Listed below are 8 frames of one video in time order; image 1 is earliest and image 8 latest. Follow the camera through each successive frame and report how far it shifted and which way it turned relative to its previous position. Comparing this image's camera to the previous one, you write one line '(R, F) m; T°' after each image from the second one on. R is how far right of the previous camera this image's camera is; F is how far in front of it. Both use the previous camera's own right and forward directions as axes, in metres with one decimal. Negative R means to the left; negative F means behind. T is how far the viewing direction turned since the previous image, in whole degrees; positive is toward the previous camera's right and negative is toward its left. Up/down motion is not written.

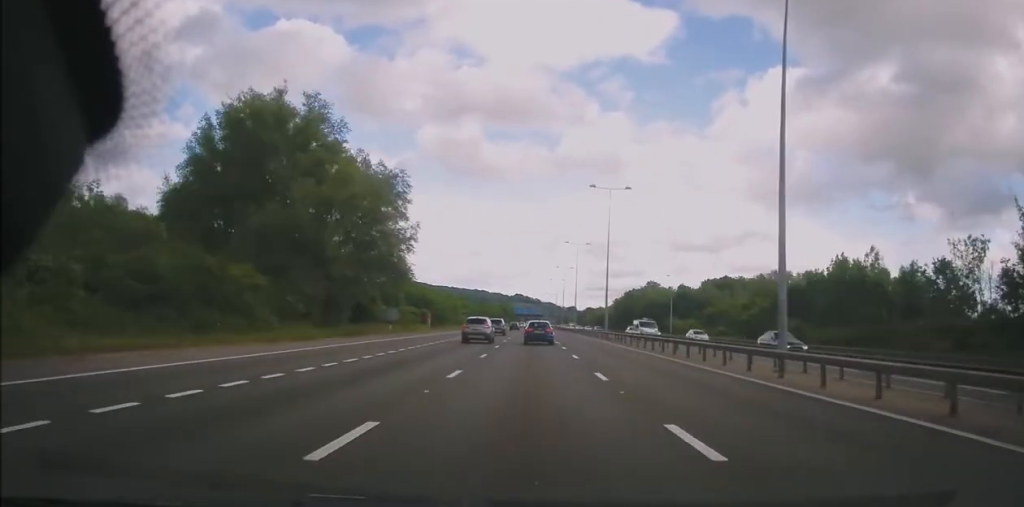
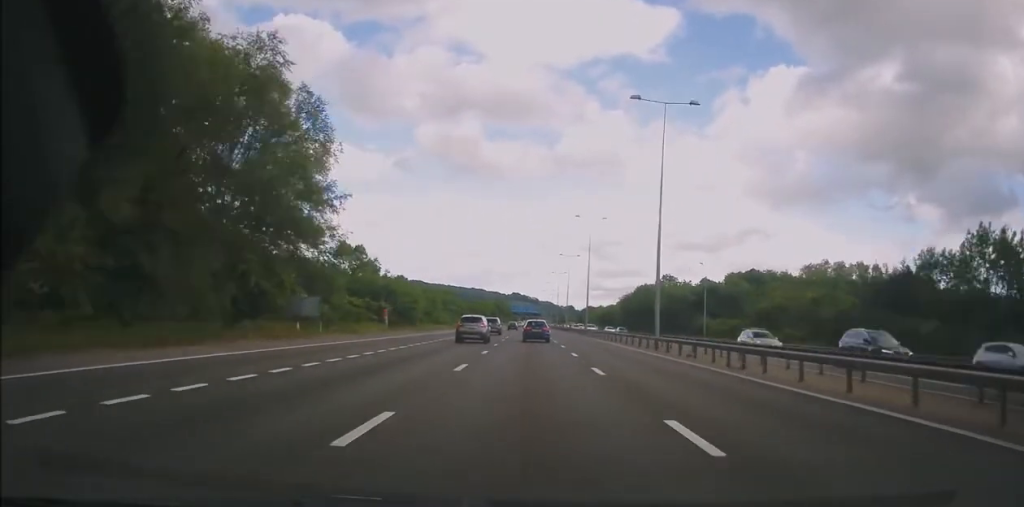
(0.0, +25.0) m; 0°
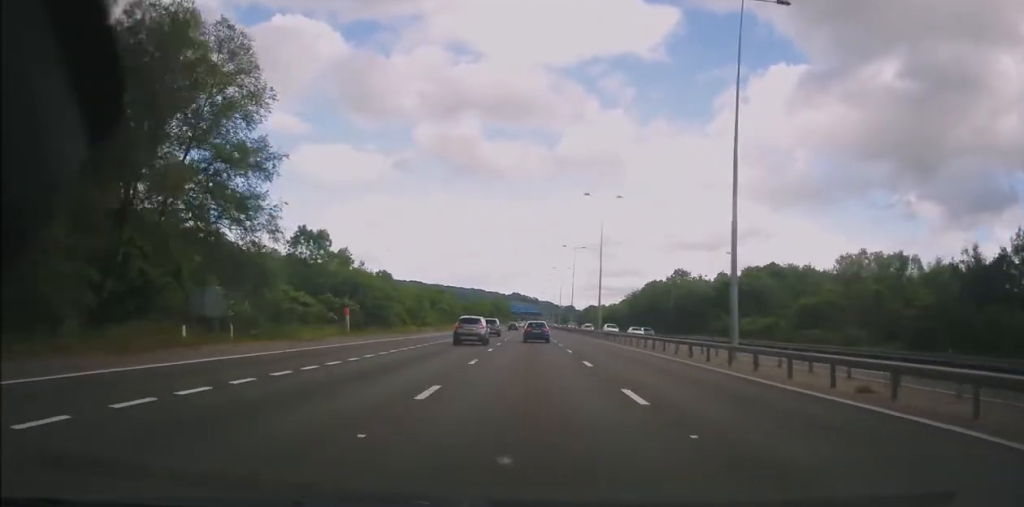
(0.0, +13.6) m; 0°
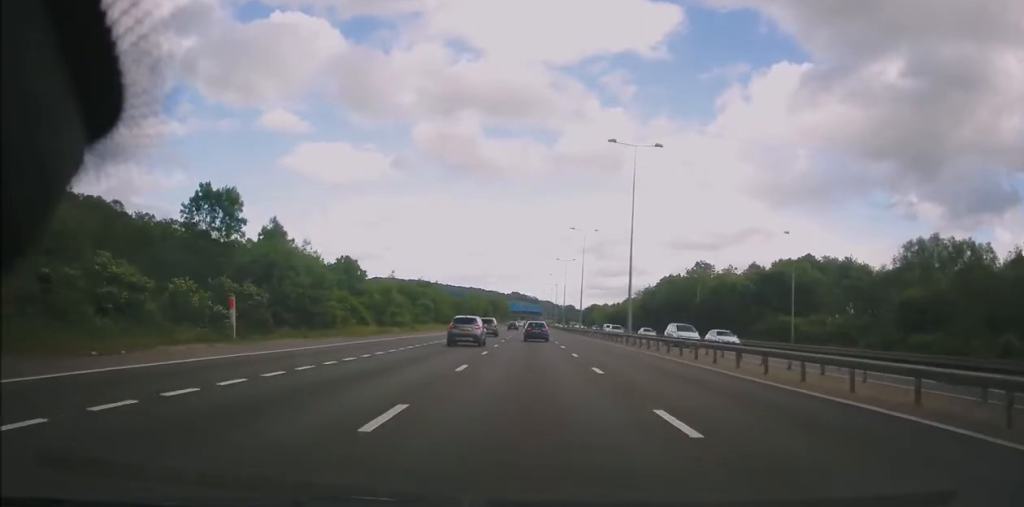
(0.0, +19.9) m; 0°
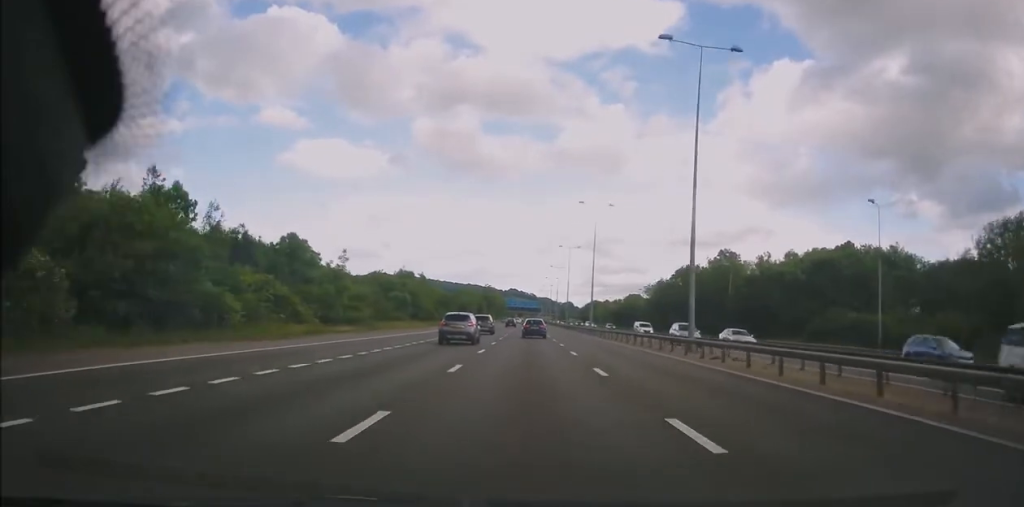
(-0.1, +17.8) m; +1°
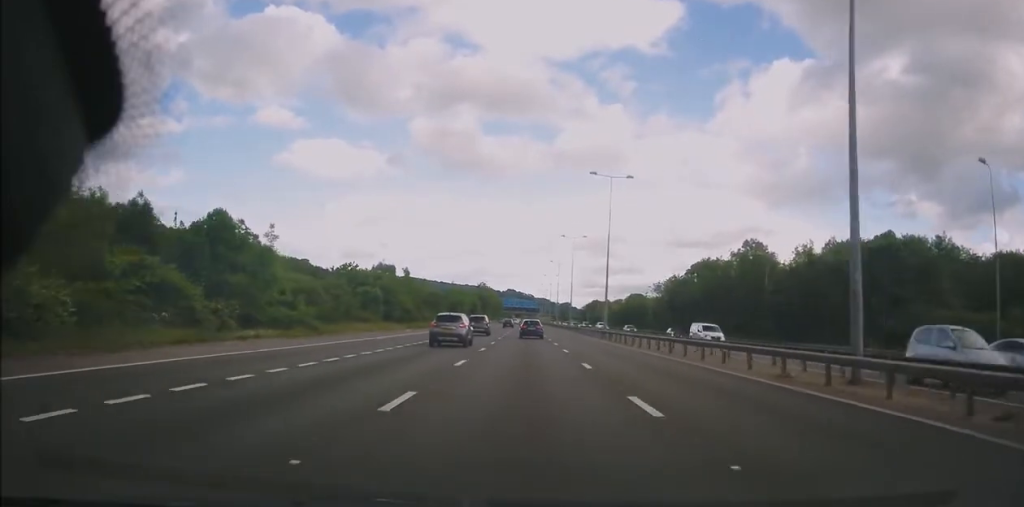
(+0.1, +14.8) m; 0°
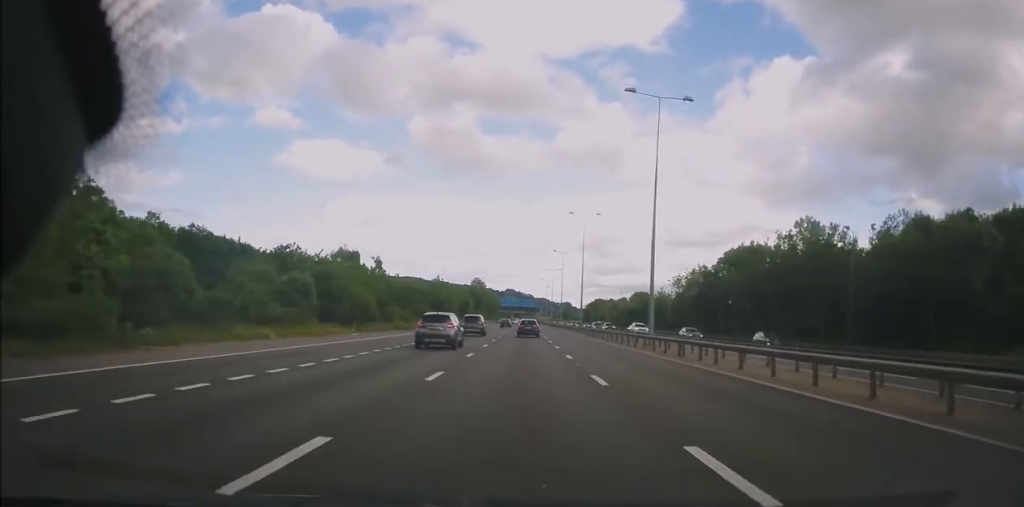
(+0.4, +21.2) m; 0°
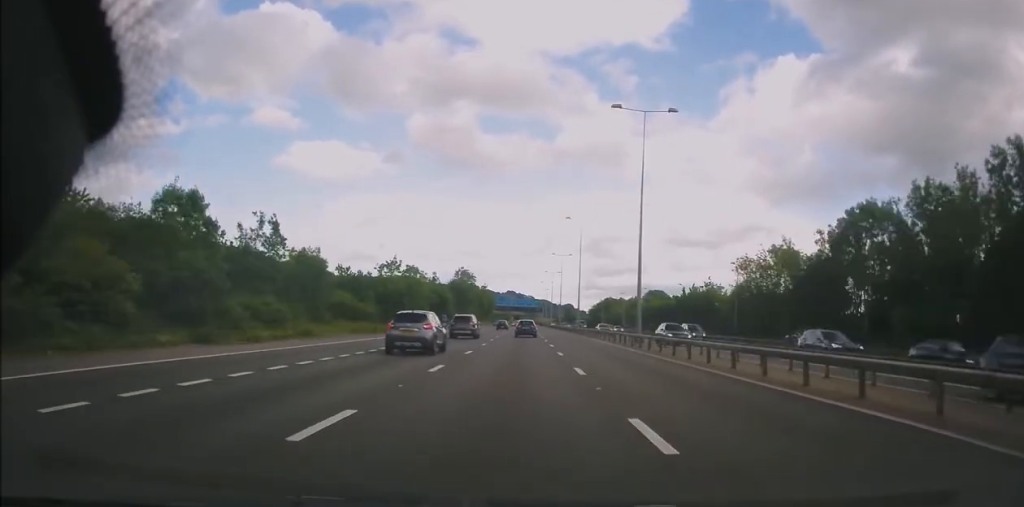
(-0.6, +40.5) m; -1°
